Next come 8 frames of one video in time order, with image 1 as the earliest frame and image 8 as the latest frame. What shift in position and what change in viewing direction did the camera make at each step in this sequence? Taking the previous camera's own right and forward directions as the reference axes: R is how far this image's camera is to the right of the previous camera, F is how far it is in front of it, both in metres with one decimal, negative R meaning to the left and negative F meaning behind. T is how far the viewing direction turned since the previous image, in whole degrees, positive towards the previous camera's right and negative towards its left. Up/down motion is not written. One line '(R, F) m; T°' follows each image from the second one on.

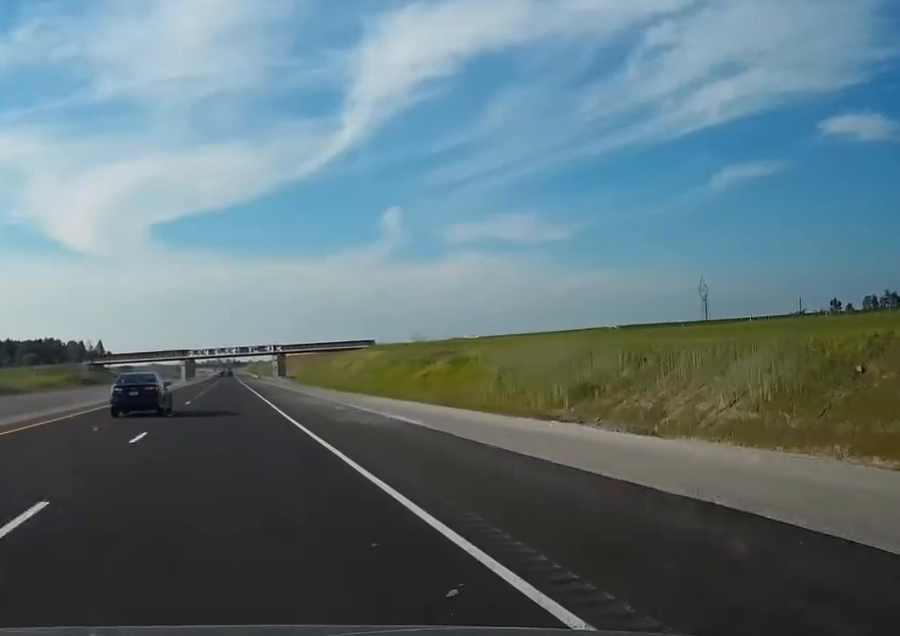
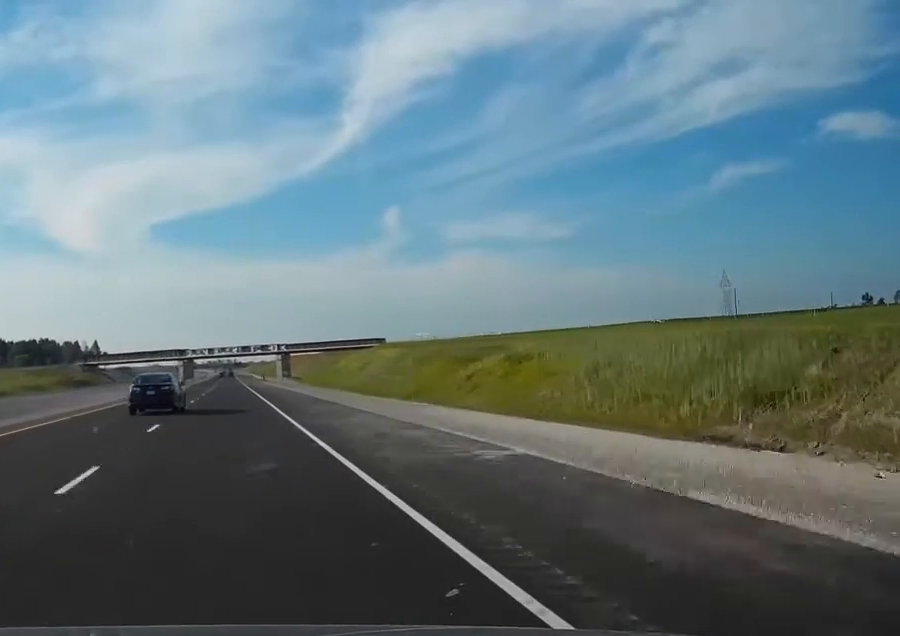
(0.0, +19.8) m; 0°
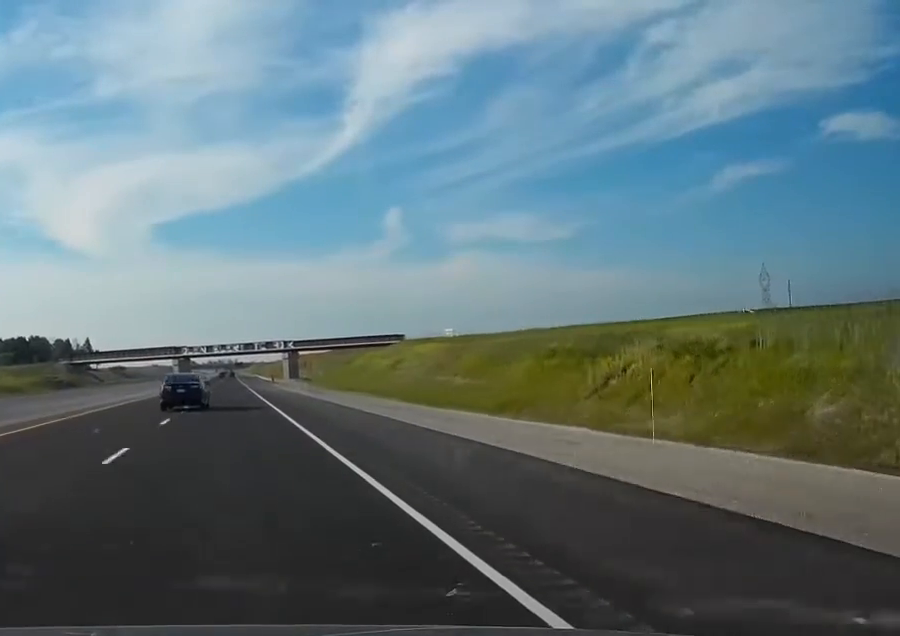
(-0.1, +32.3) m; 0°
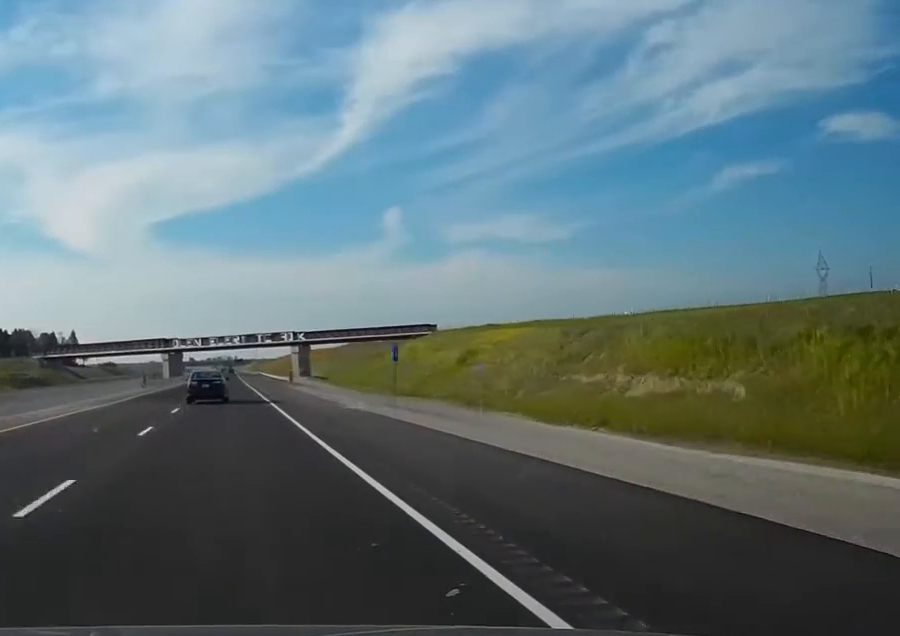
(0.0, +41.6) m; 0°
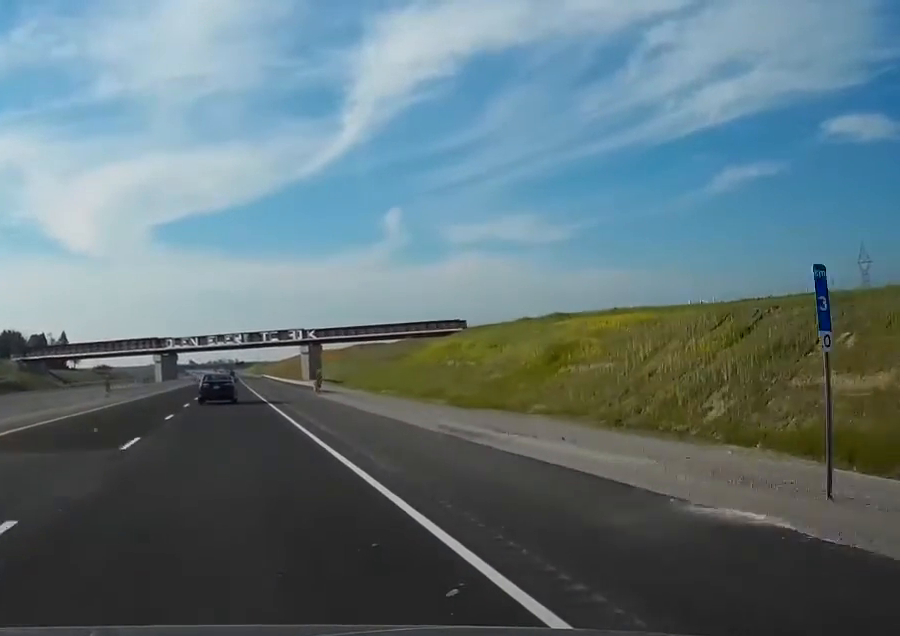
(0.0, +27.1) m; 0°
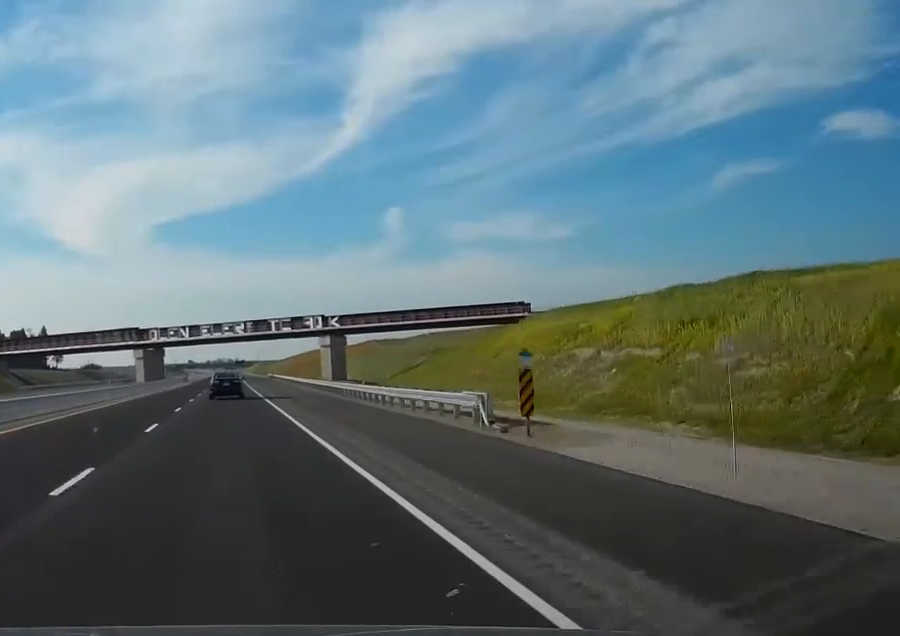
(-0.1, +42.6) m; 0°
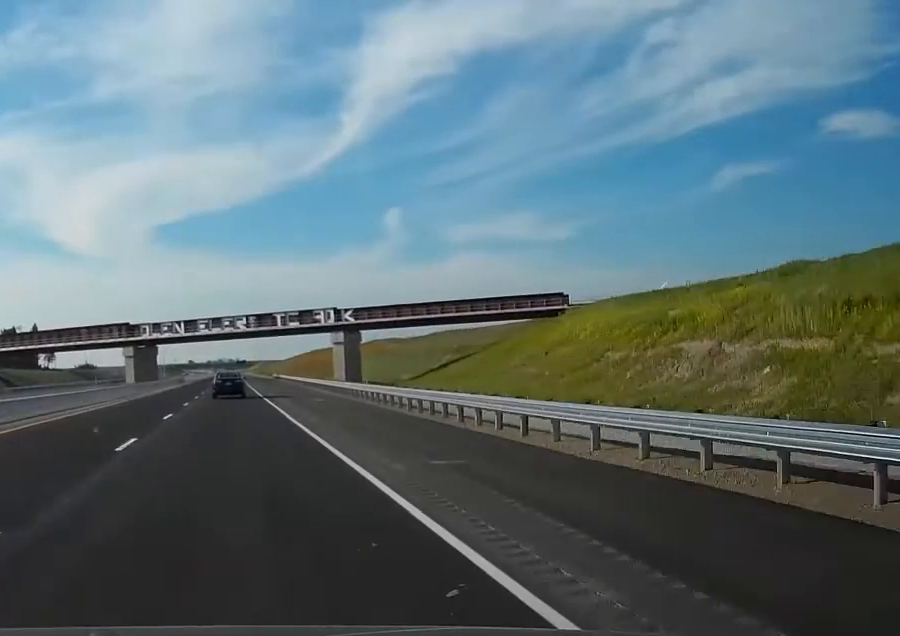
(0.0, +17.7) m; 0°
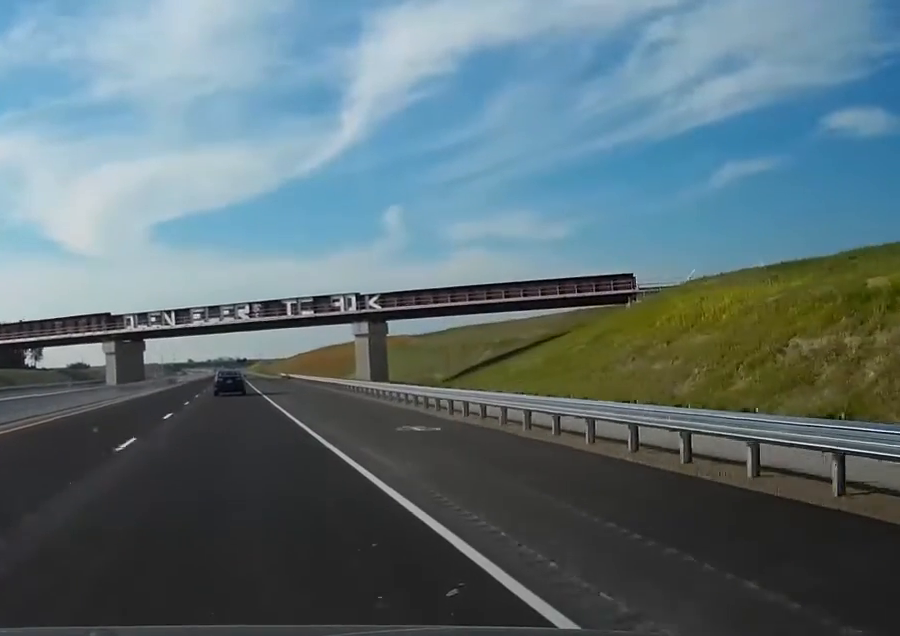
(0.0, +23.9) m; 0°
